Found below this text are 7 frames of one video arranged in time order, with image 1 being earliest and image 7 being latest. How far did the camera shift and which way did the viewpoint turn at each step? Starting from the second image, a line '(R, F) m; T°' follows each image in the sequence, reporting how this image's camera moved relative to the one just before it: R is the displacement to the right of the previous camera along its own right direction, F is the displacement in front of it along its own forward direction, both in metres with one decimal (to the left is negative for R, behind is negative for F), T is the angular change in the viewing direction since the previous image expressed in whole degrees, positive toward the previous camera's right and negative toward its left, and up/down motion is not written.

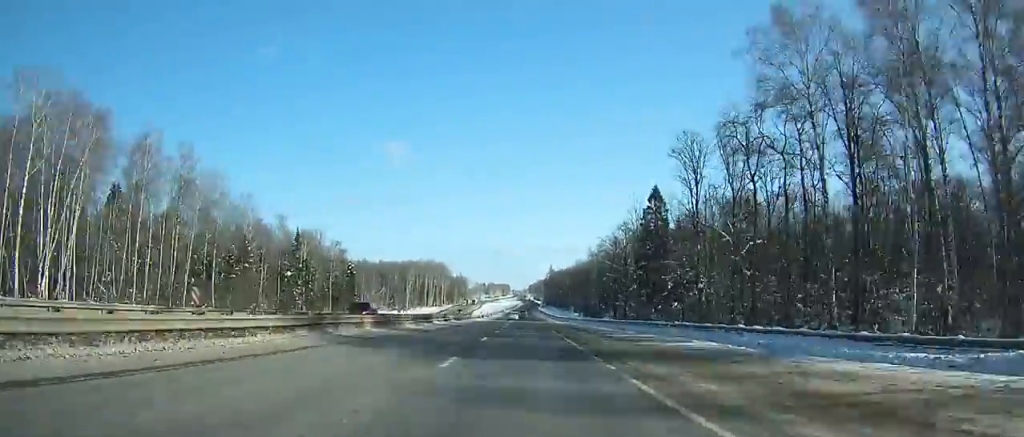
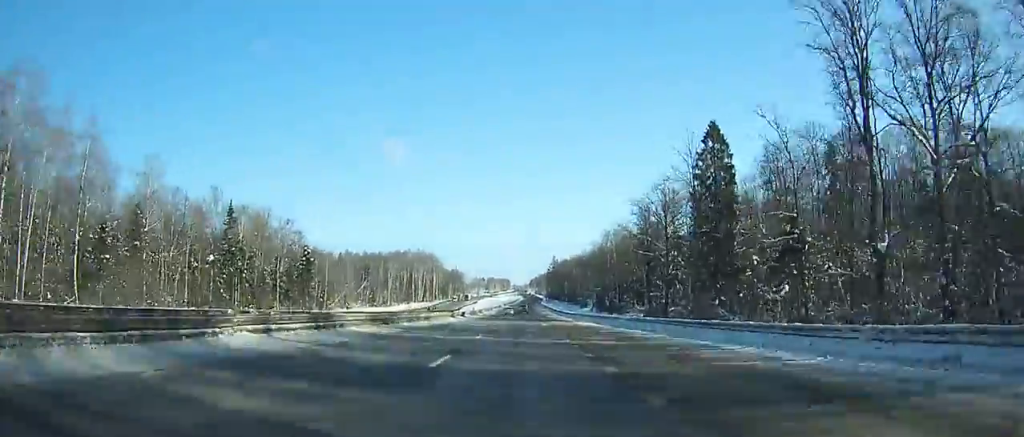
(-0.7, +35.9) m; +2°
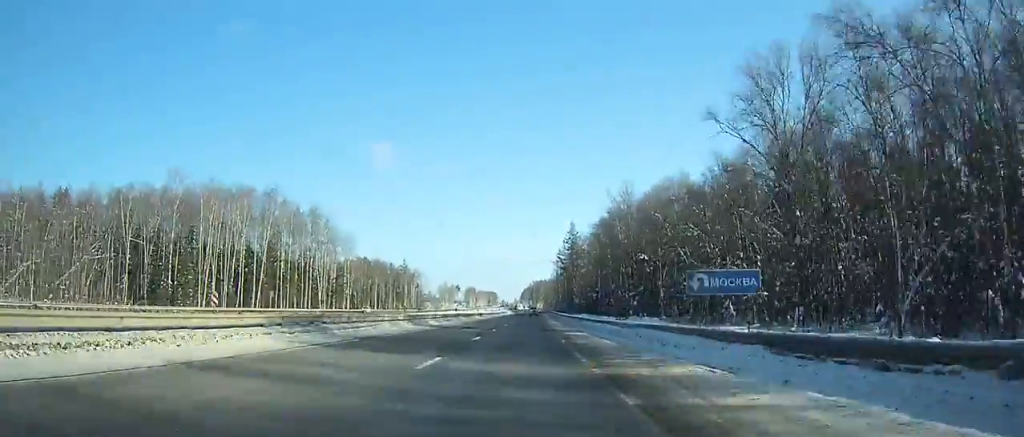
(-10.9, +178.3) m; -4°
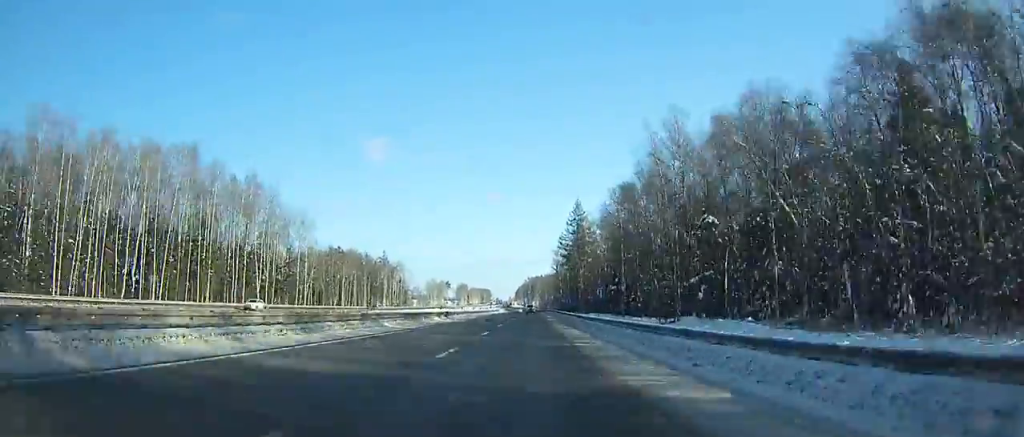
(+1.0, +33.3) m; +2°
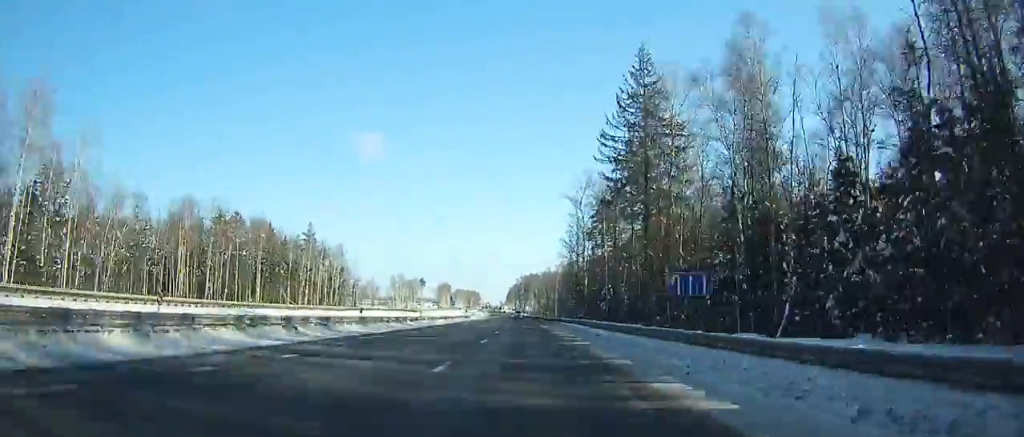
(+0.7, +88.7) m; +1°
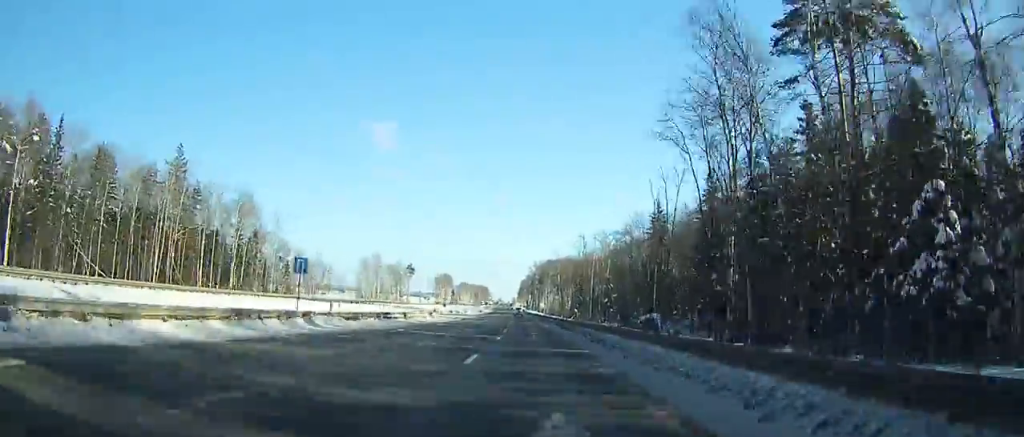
(0.0, +81.0) m; 0°
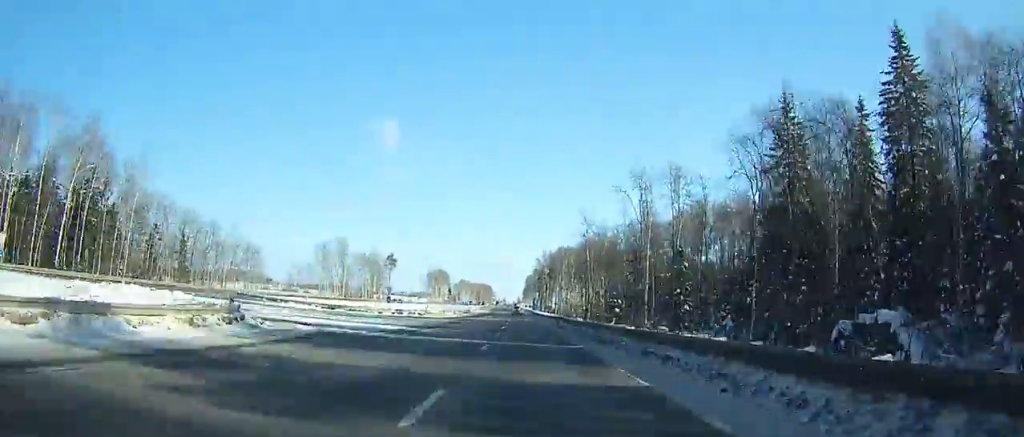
(-0.2, +55.4) m; -1°
